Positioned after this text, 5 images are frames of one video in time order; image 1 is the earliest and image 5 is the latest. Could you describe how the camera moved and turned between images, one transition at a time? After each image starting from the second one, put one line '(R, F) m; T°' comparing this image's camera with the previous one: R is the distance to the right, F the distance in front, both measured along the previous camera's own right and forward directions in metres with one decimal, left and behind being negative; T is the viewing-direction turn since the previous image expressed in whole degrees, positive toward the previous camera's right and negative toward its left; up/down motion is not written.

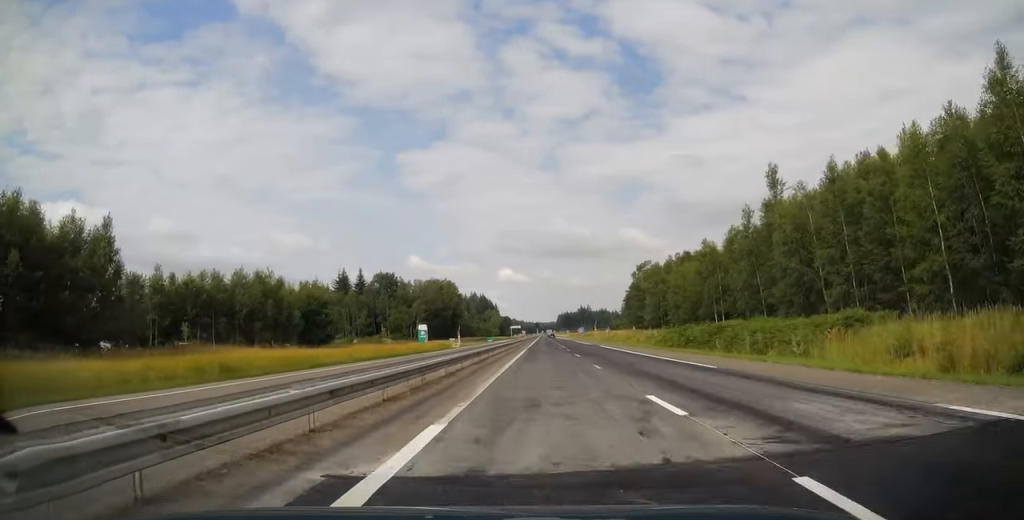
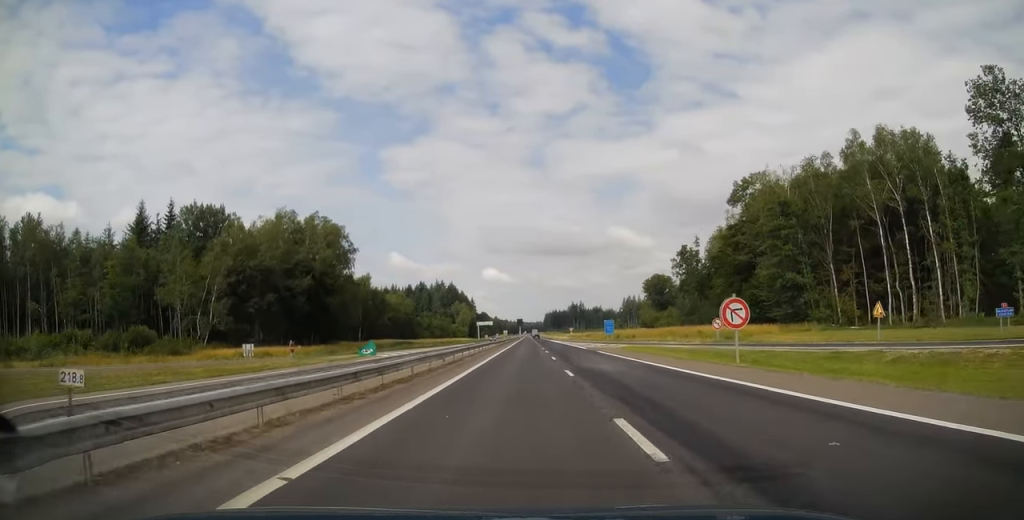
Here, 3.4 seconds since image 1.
(+1.1, +118.4) m; +1°
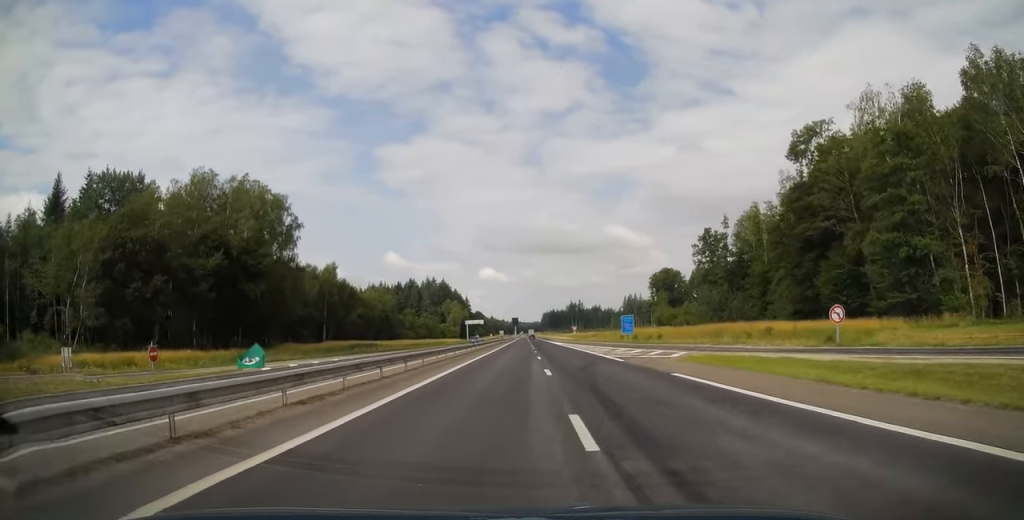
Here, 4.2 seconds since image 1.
(-0.2, +25.1) m; 0°
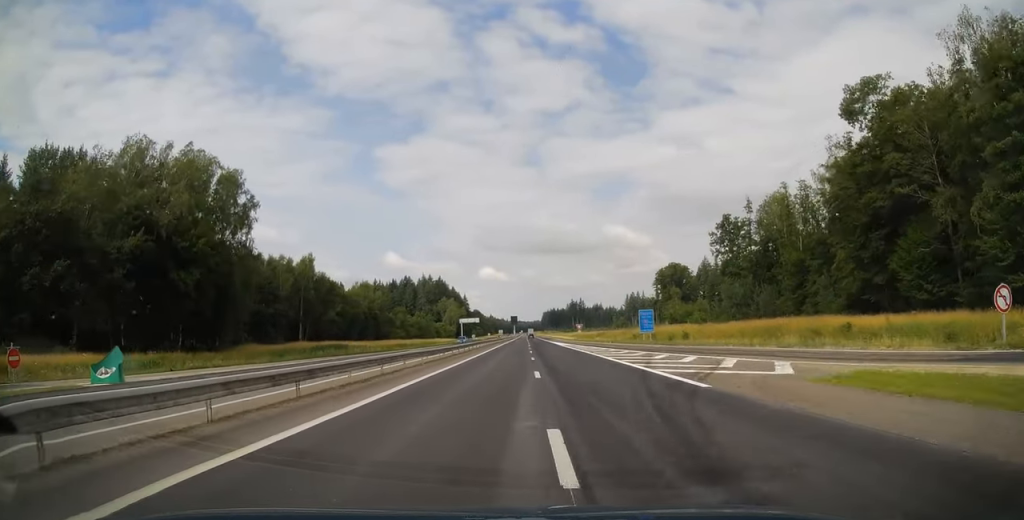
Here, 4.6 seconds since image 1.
(-0.1, +14.1) m; 0°
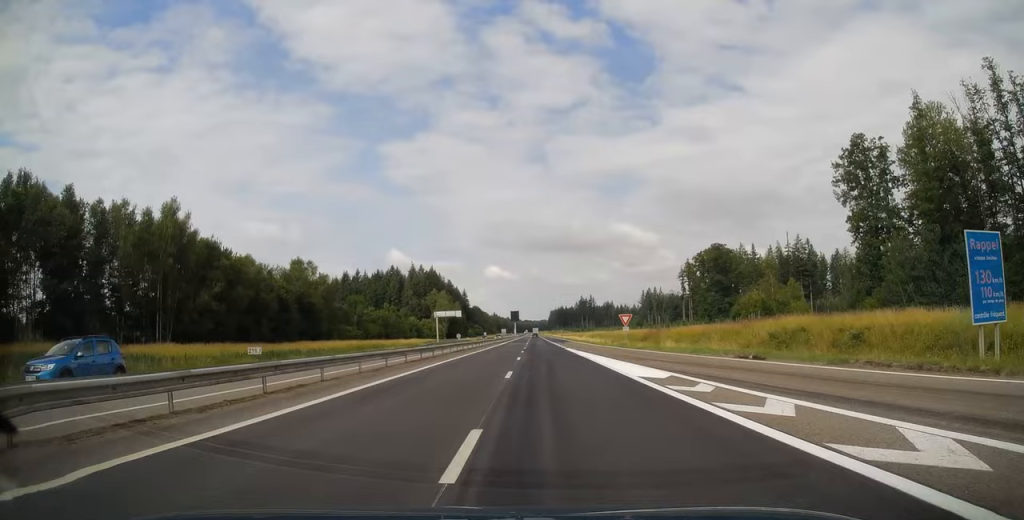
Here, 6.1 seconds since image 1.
(+0.3, +50.8) m; 0°
